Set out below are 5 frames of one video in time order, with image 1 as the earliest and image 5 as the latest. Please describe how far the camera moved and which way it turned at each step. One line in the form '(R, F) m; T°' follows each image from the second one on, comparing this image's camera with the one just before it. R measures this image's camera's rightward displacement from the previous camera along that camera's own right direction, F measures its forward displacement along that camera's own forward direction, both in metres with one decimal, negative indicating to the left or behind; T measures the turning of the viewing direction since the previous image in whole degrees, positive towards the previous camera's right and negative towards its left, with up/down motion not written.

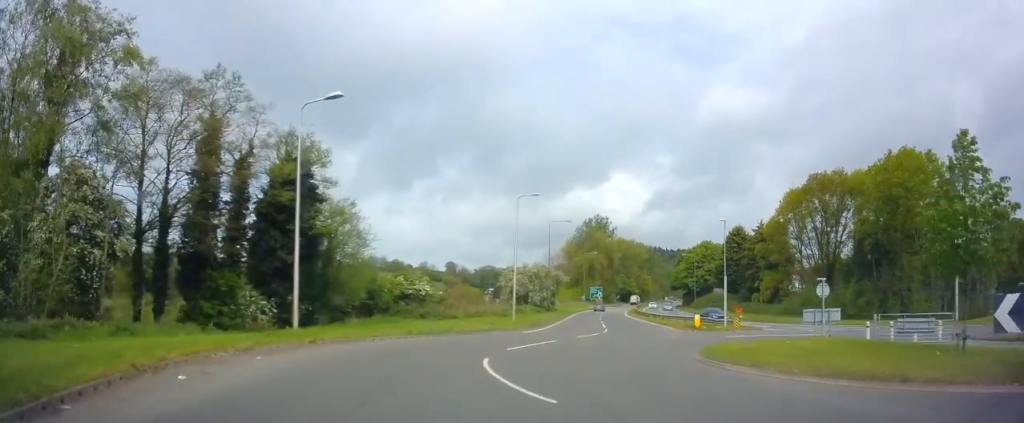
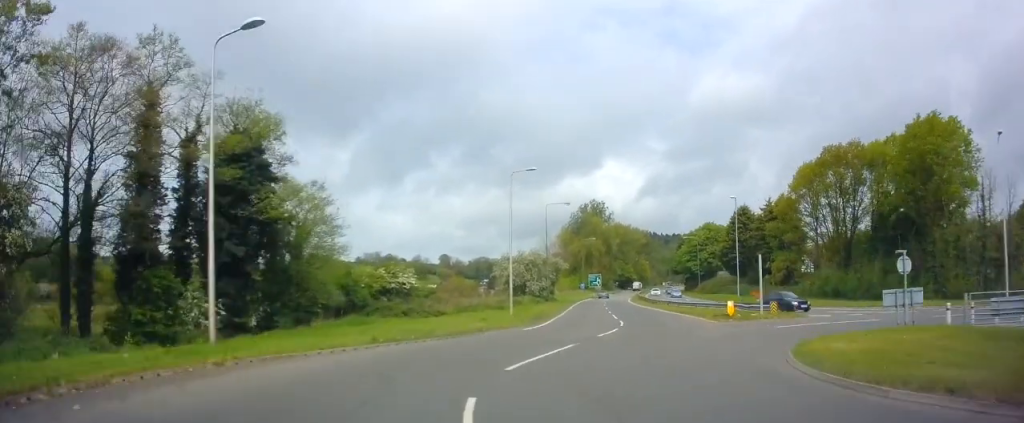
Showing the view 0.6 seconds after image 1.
(0.0, +5.7) m; 0°
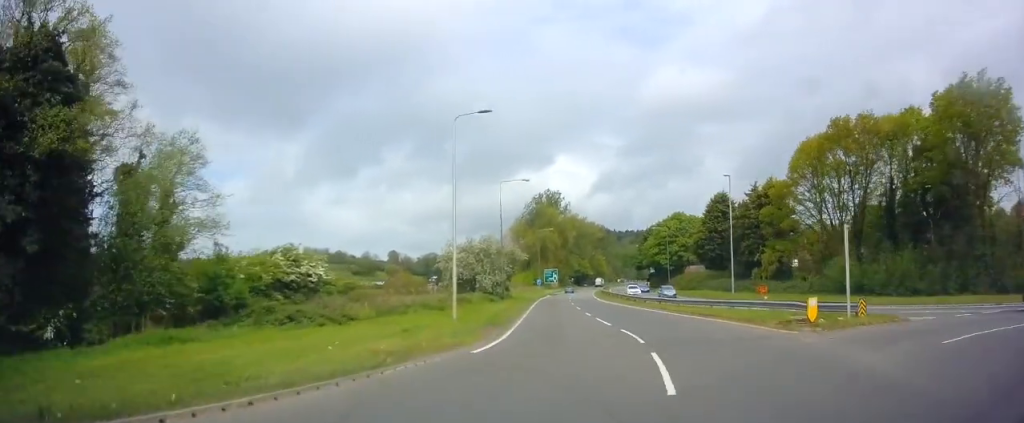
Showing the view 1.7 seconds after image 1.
(+0.3, +11.9) m; +6°
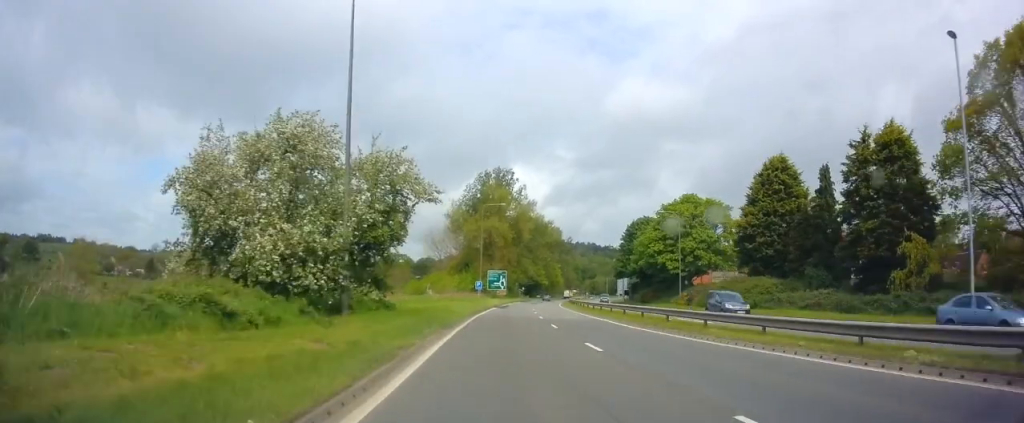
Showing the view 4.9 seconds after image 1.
(+2.5, +39.2) m; +4°
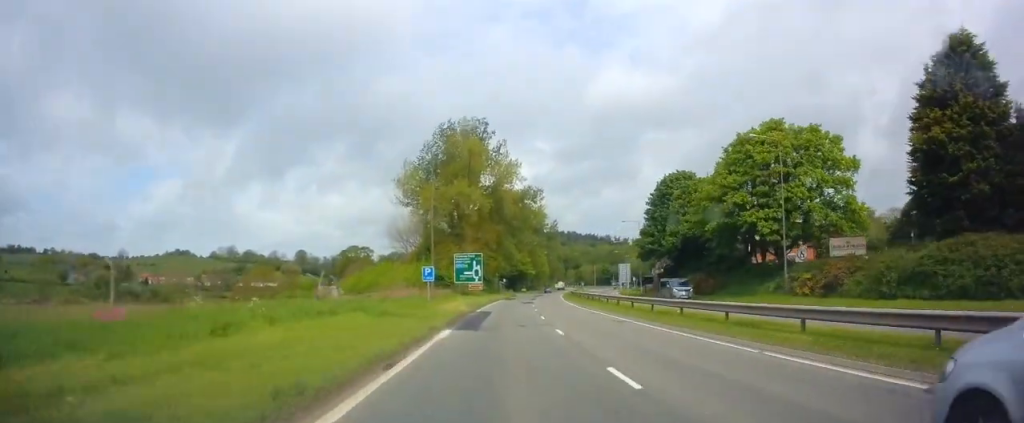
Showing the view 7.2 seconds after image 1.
(+0.9, +32.4) m; +2°
